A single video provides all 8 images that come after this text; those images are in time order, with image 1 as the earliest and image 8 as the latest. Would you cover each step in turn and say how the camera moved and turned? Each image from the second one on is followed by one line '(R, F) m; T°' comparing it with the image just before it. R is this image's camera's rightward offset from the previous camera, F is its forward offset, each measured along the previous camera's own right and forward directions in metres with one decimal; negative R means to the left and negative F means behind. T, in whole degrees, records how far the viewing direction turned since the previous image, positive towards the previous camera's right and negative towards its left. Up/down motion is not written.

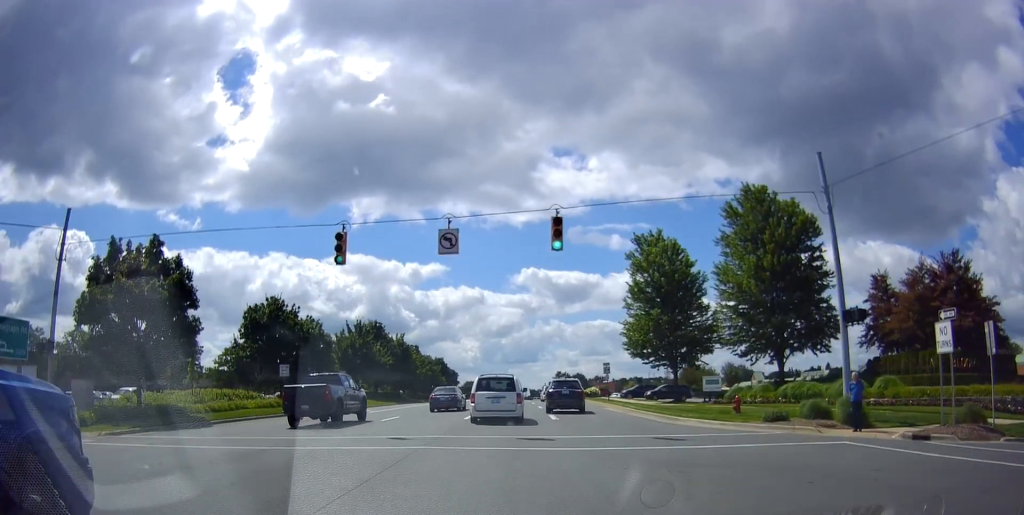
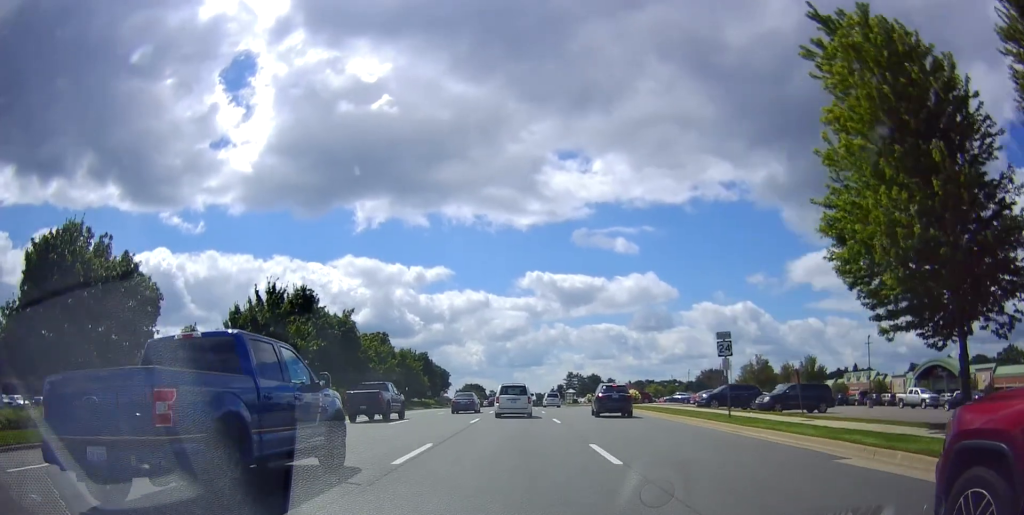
(0.0, +28.5) m; -1°
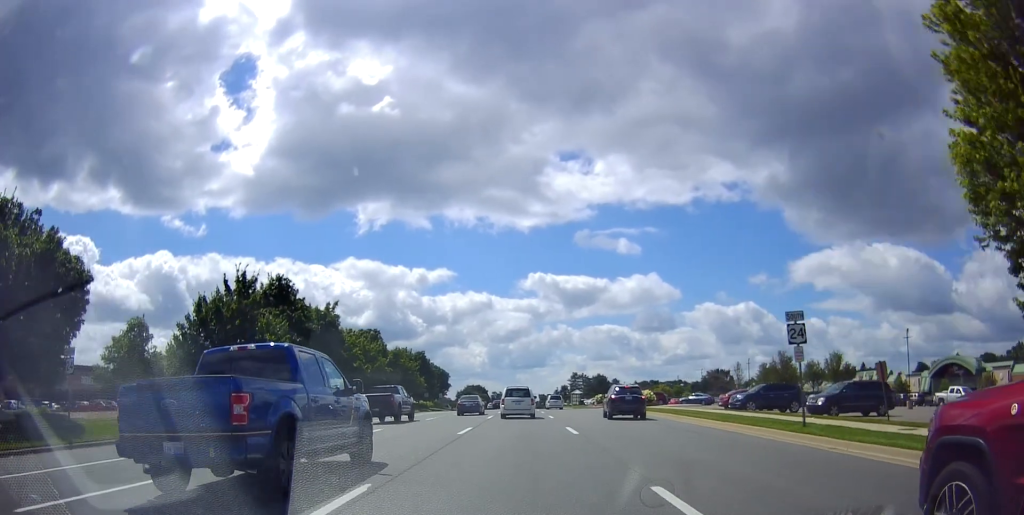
(+0.1, +5.8) m; -1°
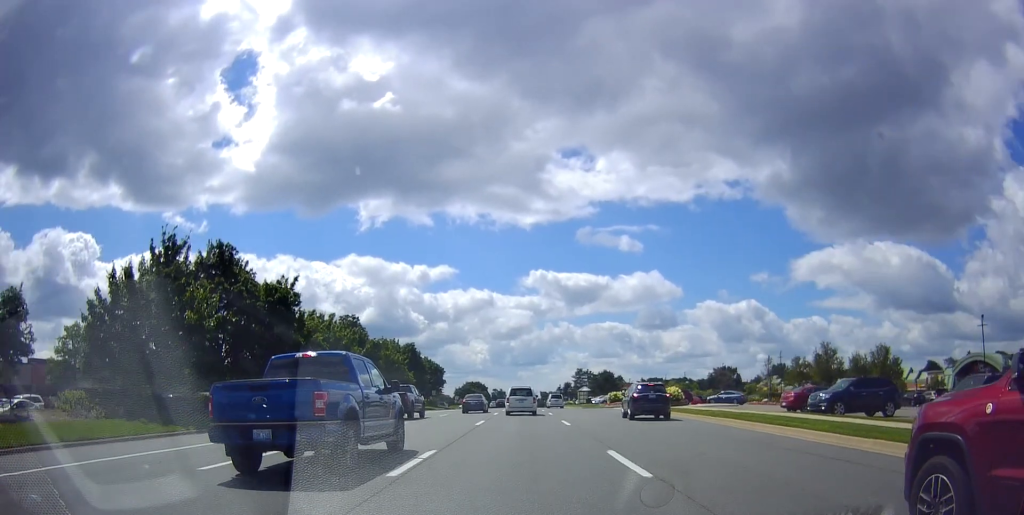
(-0.3, +9.8) m; -1°
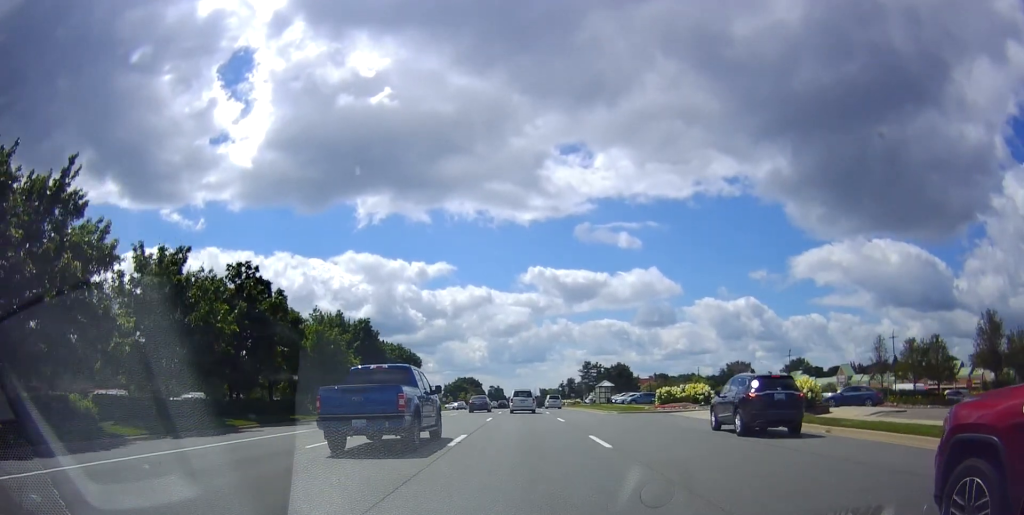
(+0.5, +23.5) m; +3°
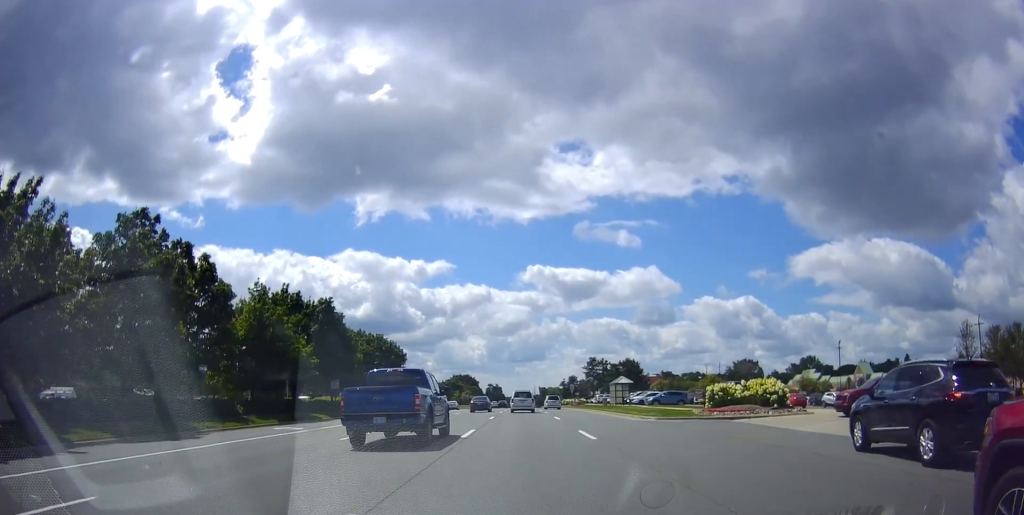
(0.0, +11.5) m; -1°
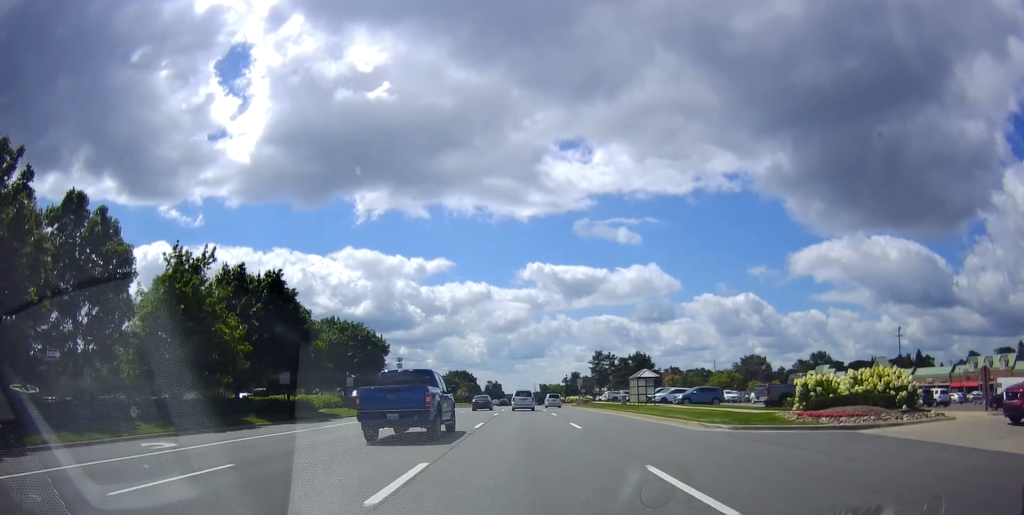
(-0.1, +10.3) m; 0°
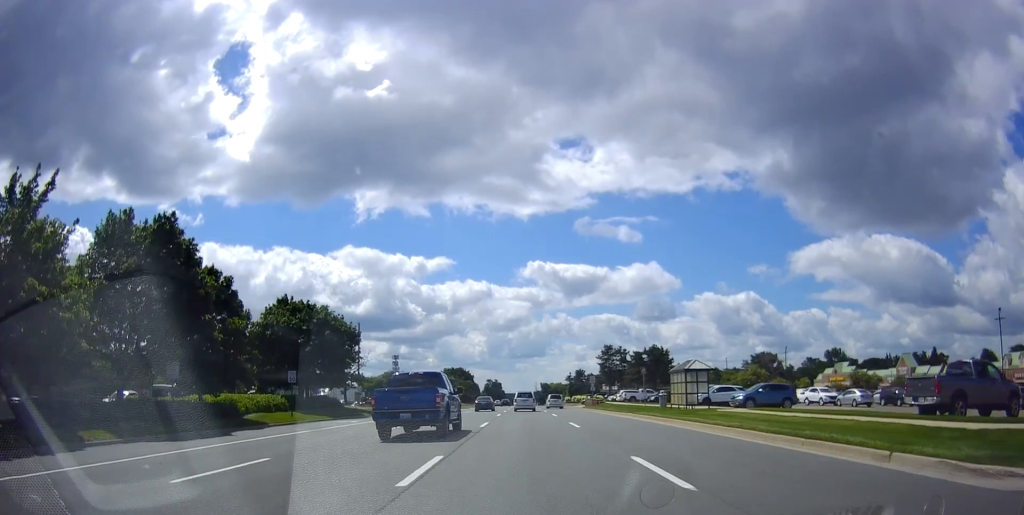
(-0.1, +12.8) m; 0°
